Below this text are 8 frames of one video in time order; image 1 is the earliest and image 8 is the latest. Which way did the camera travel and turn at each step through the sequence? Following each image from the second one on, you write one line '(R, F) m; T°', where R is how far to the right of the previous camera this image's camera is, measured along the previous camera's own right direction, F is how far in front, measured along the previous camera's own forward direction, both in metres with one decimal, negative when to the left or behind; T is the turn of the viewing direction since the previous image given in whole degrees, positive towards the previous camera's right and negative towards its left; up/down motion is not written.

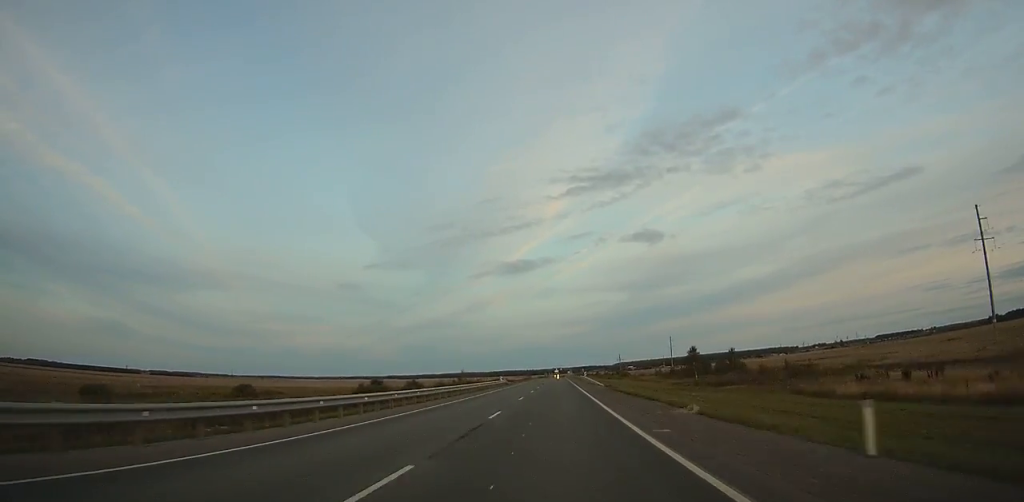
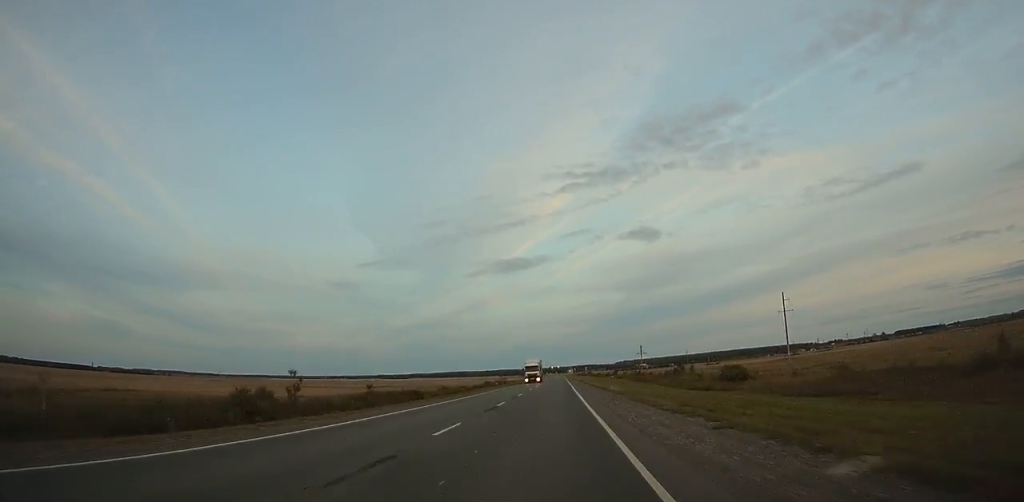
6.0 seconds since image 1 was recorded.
(+0.4, +172.6) m; 0°
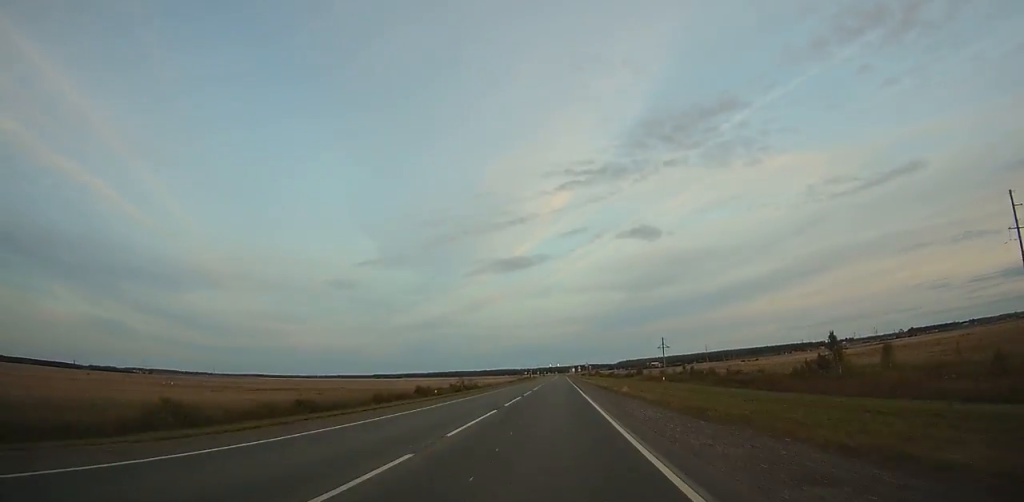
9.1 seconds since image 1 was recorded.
(+0.1, +89.9) m; 0°
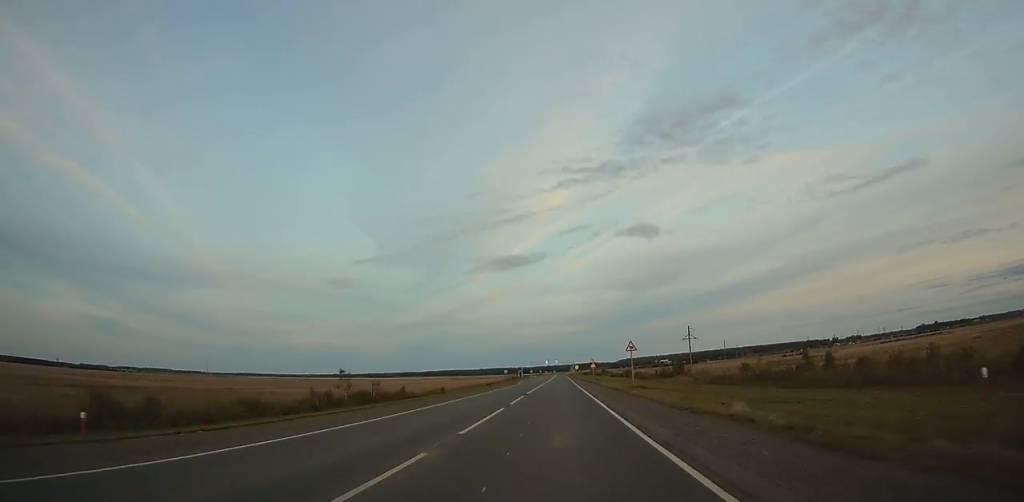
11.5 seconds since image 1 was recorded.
(0.0, +68.9) m; 0°
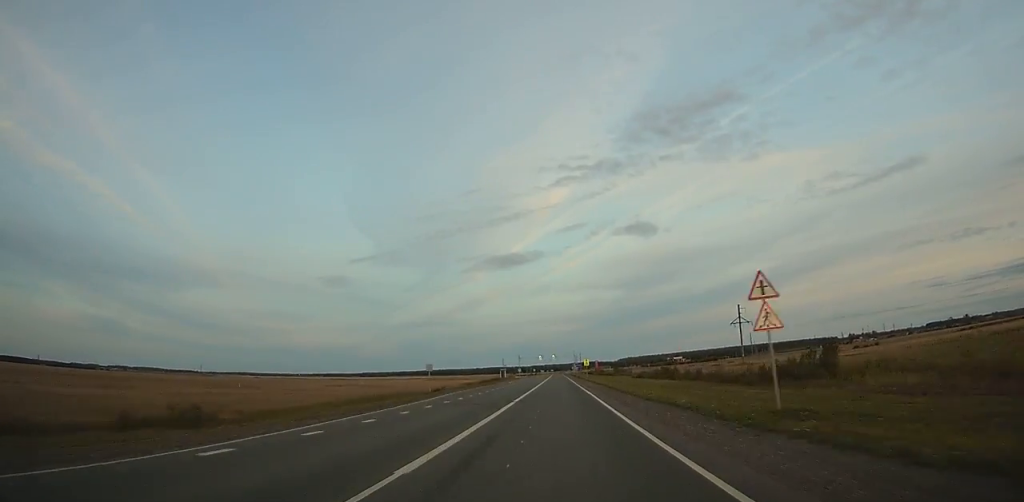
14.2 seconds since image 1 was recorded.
(+0.1, +75.7) m; 0°
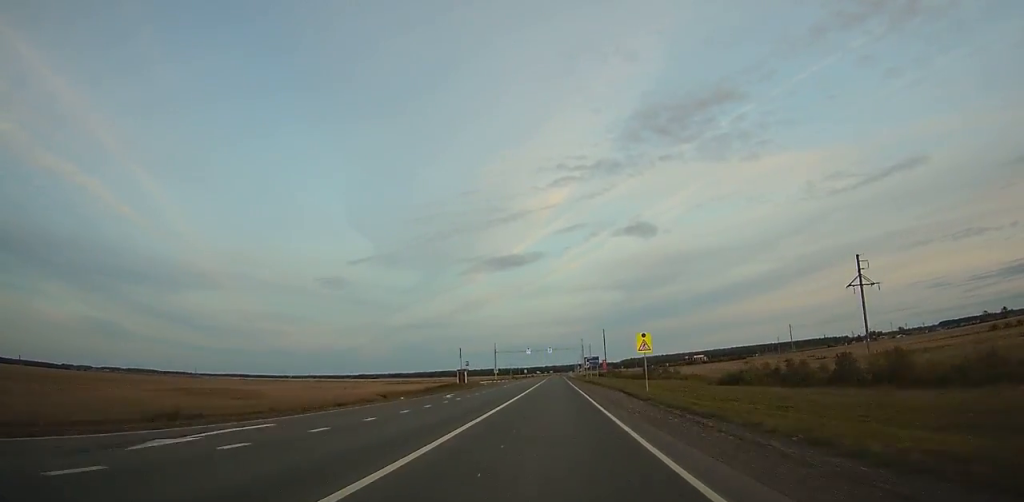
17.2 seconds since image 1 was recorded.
(+0.2, +81.2) m; 0°
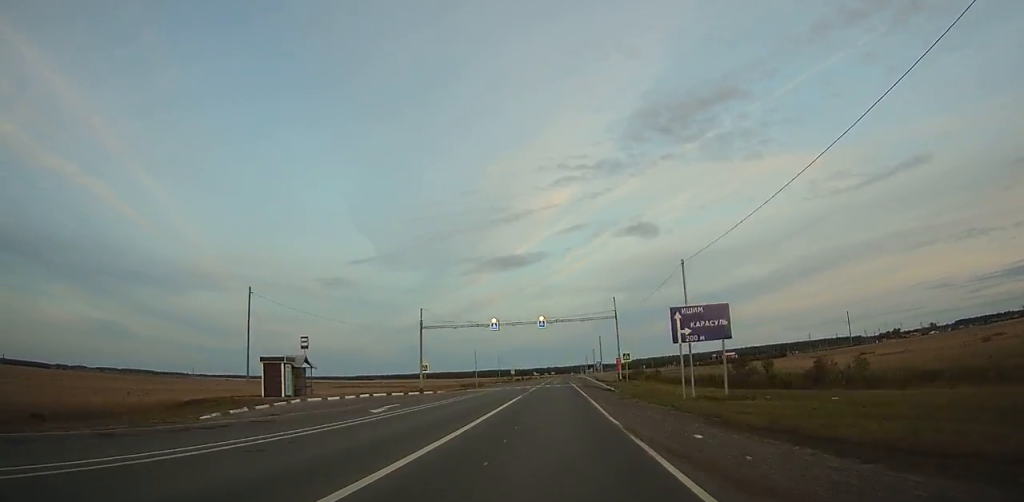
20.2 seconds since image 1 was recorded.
(0.0, +78.7) m; 0°
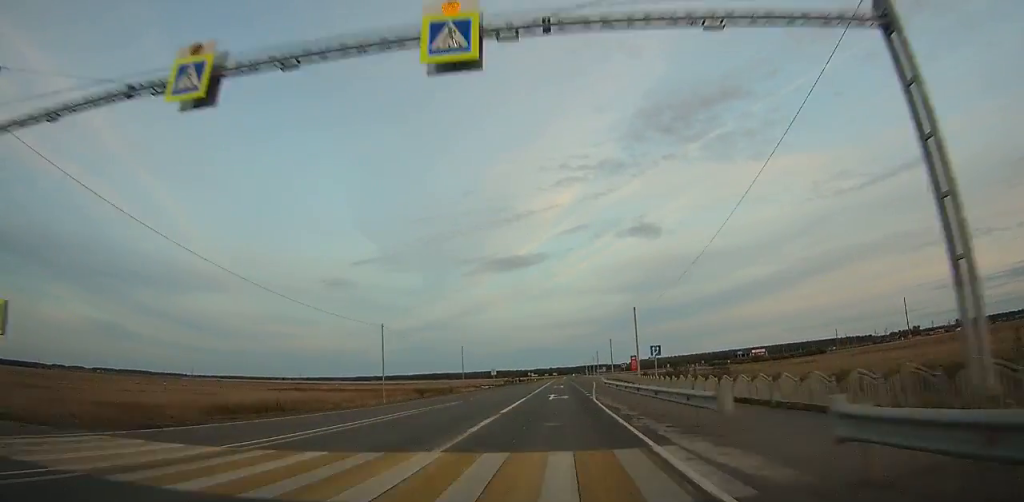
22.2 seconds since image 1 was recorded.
(-0.2, +51.9) m; 0°
